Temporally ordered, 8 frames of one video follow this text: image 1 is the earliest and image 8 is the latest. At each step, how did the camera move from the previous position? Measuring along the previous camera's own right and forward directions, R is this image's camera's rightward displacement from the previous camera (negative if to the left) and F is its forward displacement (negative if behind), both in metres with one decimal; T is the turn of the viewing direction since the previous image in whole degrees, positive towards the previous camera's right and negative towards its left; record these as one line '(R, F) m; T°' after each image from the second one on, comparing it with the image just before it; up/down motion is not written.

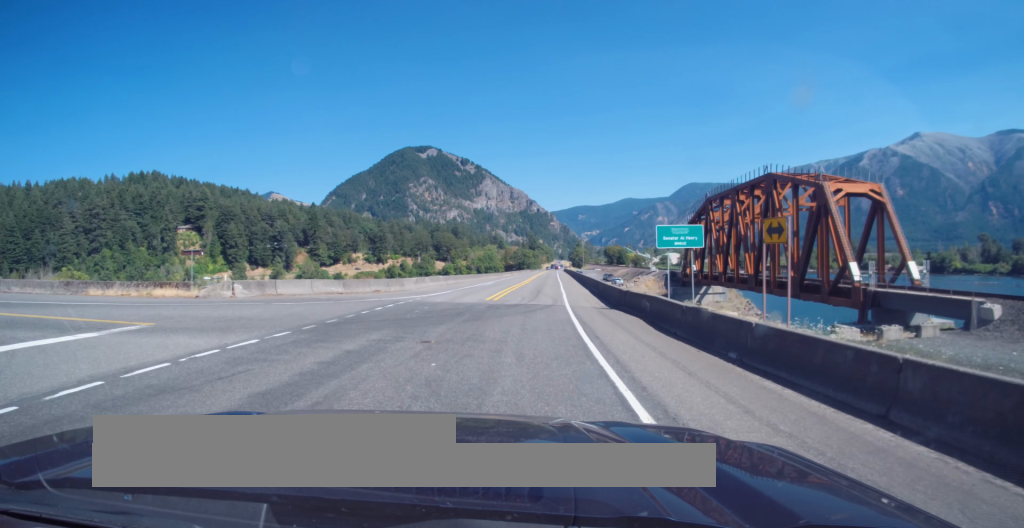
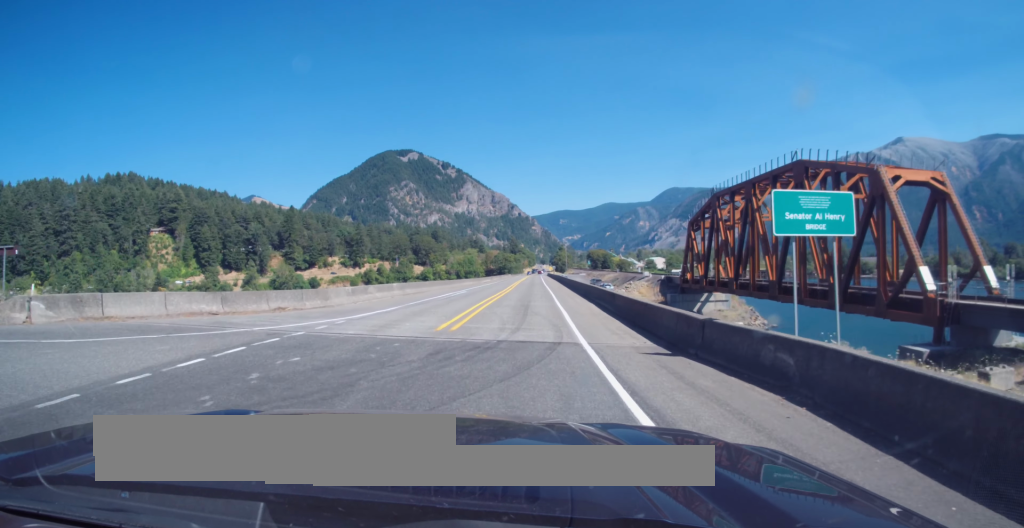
(-0.1, +13.3) m; +1°
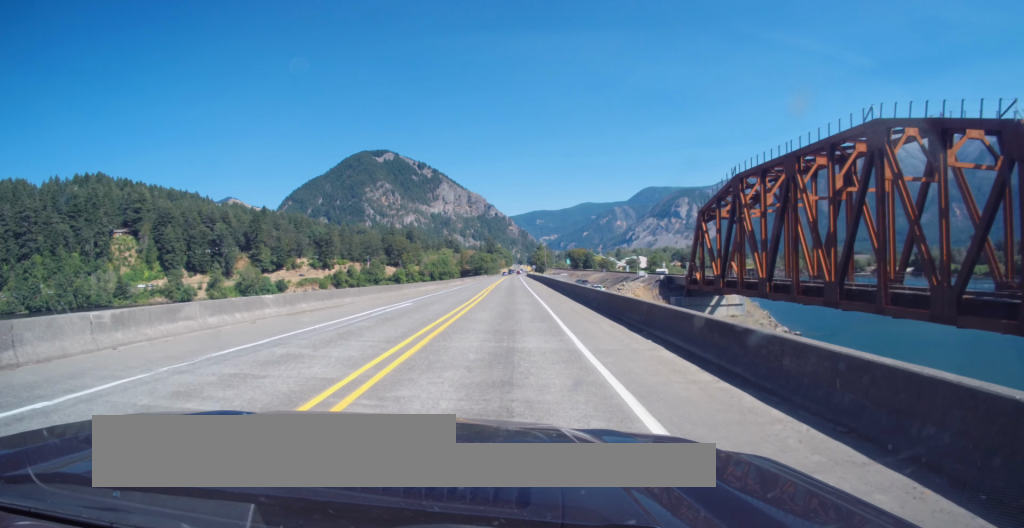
(+0.6, +18.6) m; +2°
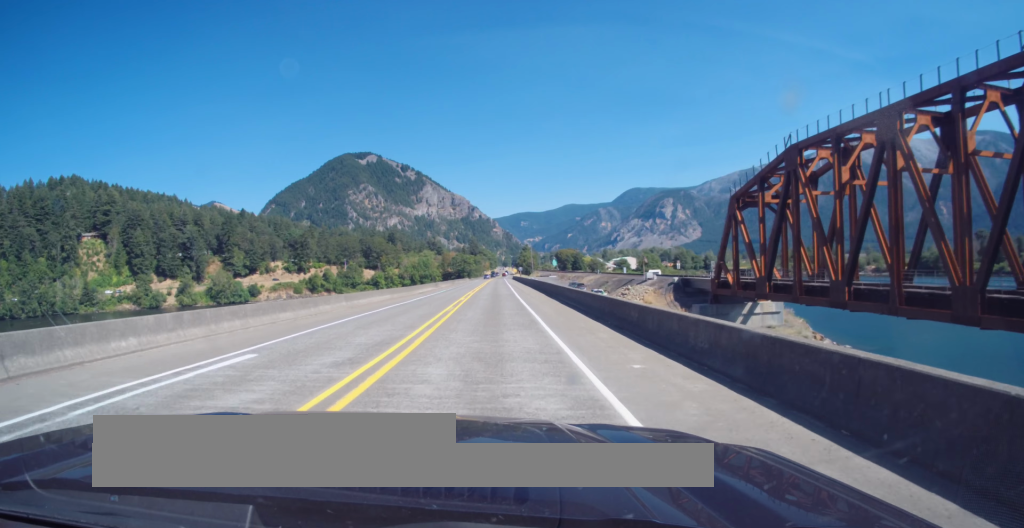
(+0.2, +19.2) m; +1°
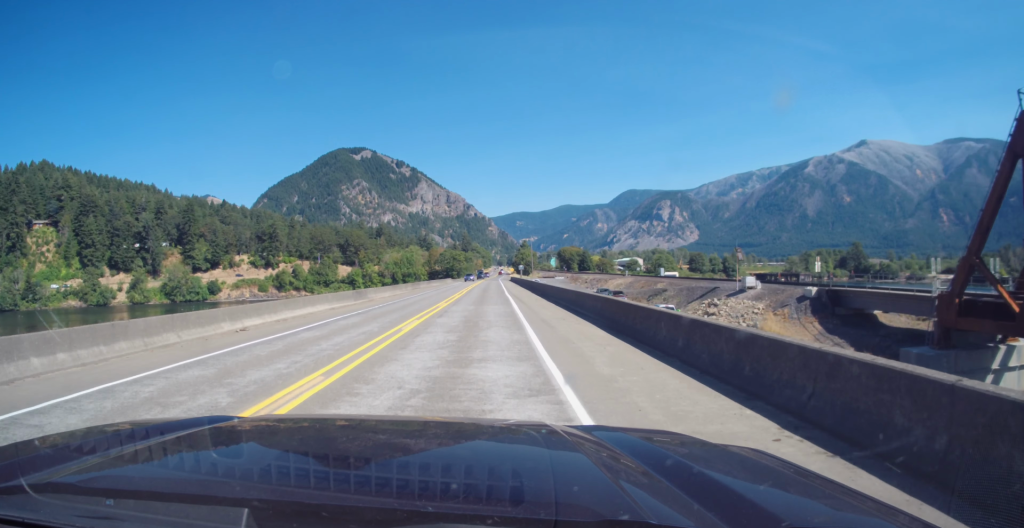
(+0.3, +45.8) m; +1°
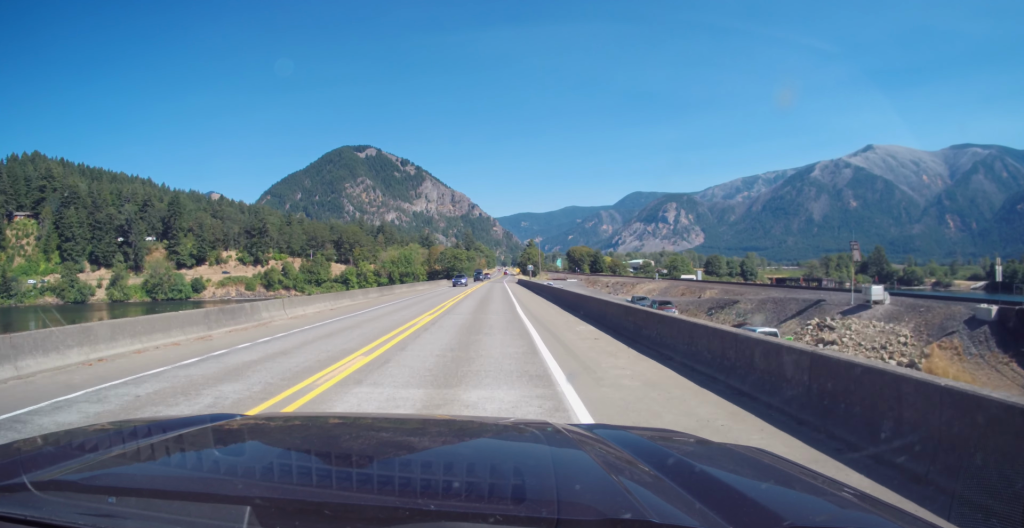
(+0.3, +21.7) m; 0°
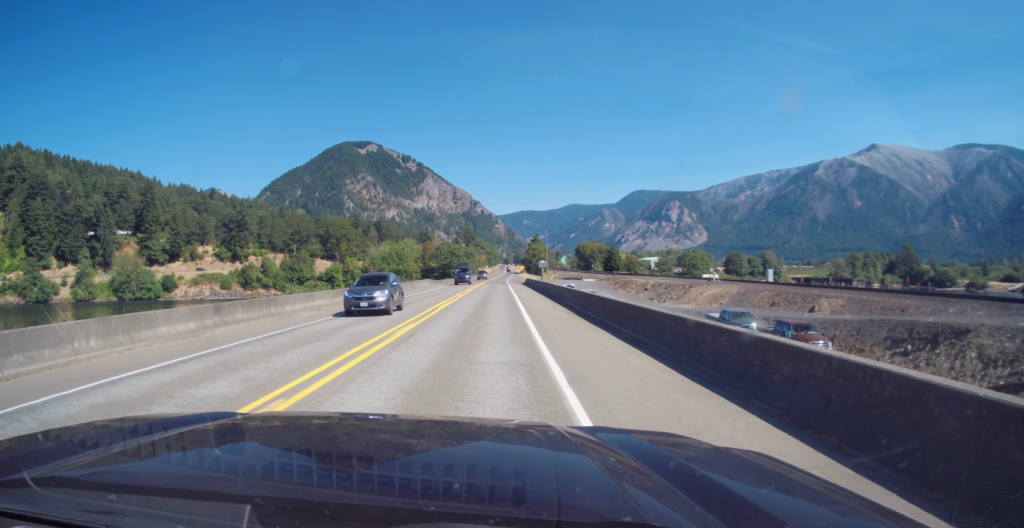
(-0.5, +29.5) m; -1°
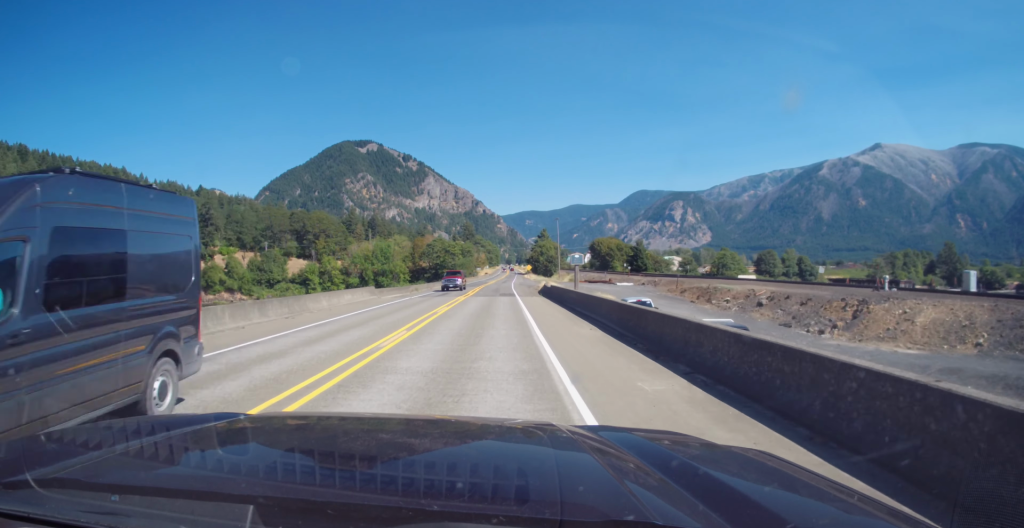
(+0.5, +37.6) m; +1°
